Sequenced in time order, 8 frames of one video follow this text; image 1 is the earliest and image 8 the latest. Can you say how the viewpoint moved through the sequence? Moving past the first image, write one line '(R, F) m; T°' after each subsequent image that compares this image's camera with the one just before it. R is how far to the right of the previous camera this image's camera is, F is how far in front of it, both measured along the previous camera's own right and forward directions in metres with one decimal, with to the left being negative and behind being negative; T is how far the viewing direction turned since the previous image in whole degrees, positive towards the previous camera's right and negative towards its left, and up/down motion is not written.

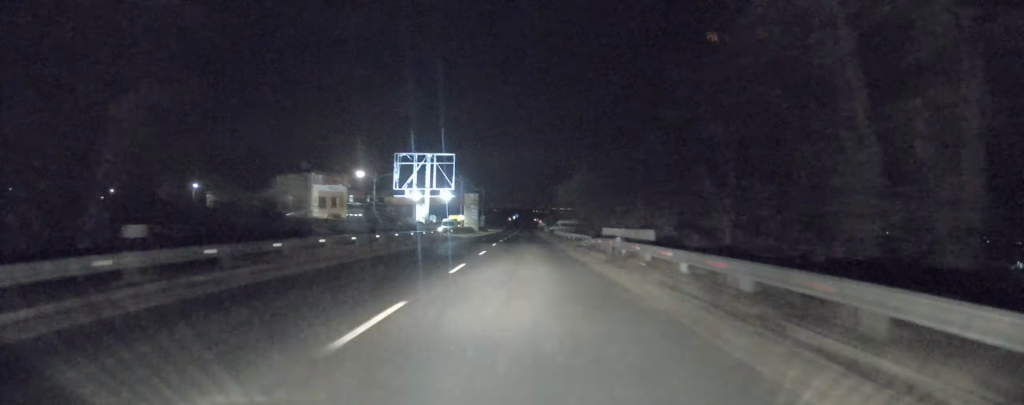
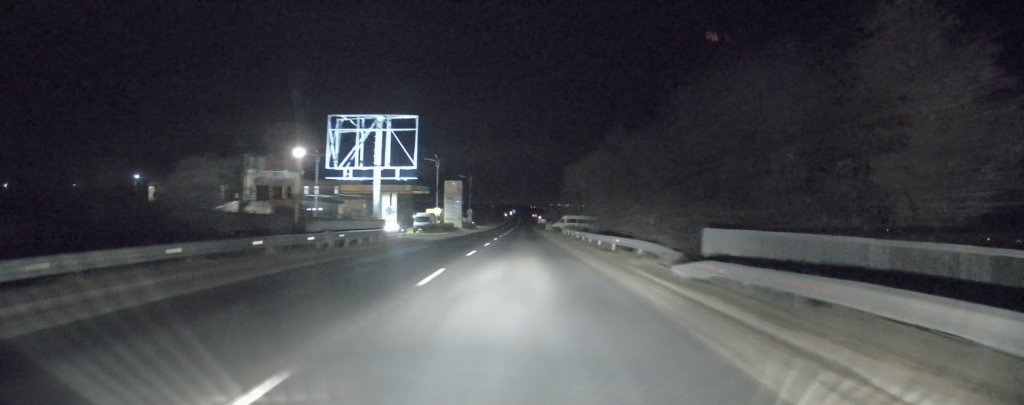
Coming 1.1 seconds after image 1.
(0.0, +21.7) m; 0°
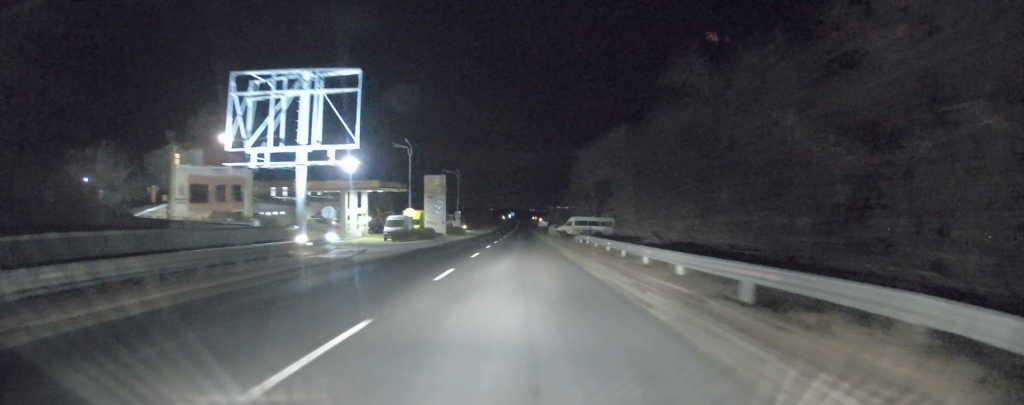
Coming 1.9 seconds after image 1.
(+0.2, +15.3) m; 0°
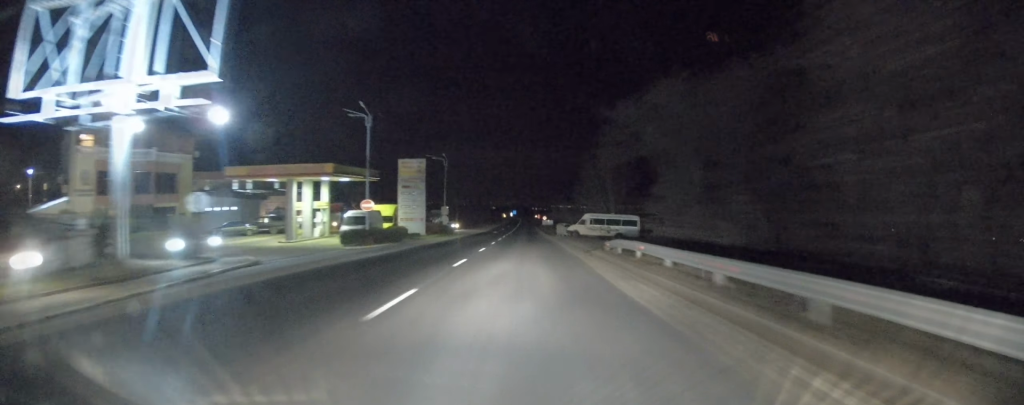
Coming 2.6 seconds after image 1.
(-0.1, +14.7) m; 0°
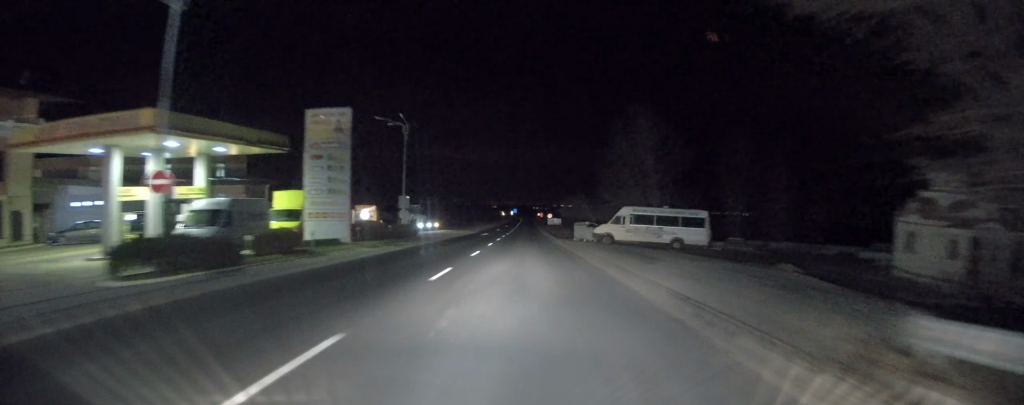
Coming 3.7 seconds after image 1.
(0.0, +22.1) m; 0°
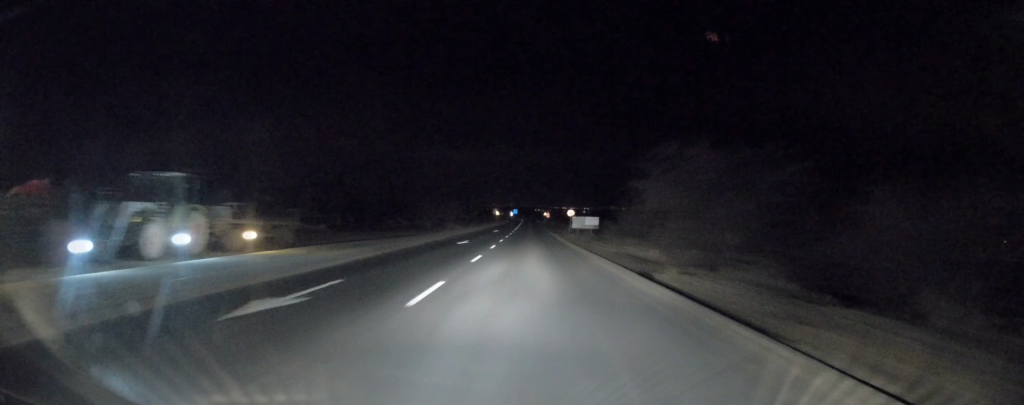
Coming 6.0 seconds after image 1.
(-0.1, +47.5) m; -1°
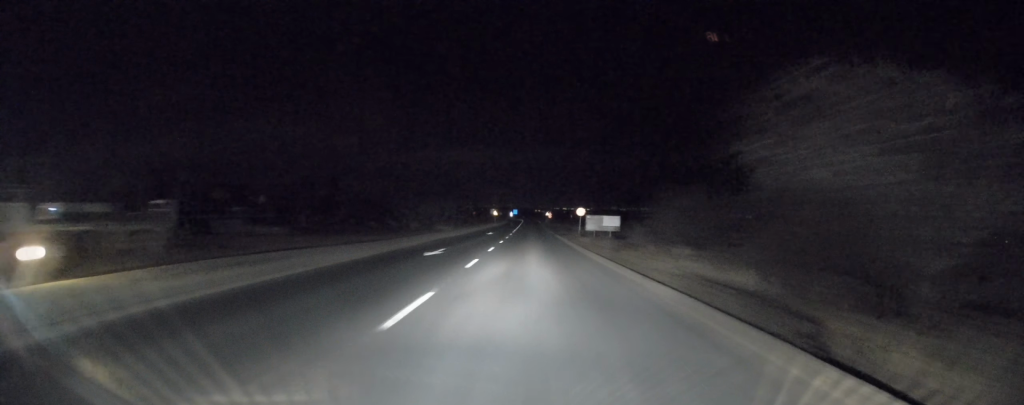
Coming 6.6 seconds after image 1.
(+0.1, +10.9) m; 0°
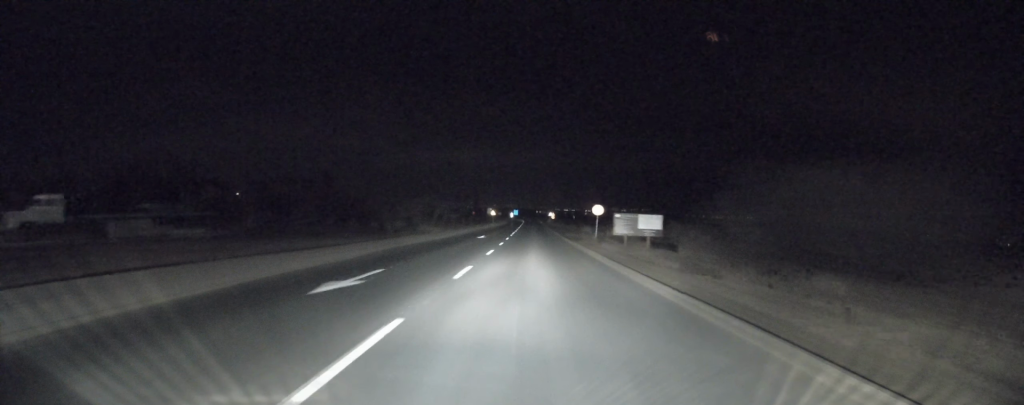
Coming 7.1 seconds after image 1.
(+0.1, +11.6) m; 0°
